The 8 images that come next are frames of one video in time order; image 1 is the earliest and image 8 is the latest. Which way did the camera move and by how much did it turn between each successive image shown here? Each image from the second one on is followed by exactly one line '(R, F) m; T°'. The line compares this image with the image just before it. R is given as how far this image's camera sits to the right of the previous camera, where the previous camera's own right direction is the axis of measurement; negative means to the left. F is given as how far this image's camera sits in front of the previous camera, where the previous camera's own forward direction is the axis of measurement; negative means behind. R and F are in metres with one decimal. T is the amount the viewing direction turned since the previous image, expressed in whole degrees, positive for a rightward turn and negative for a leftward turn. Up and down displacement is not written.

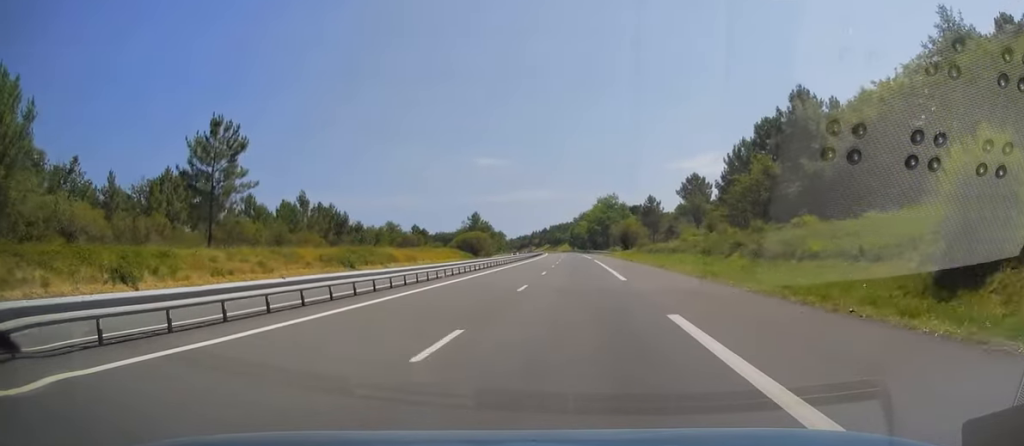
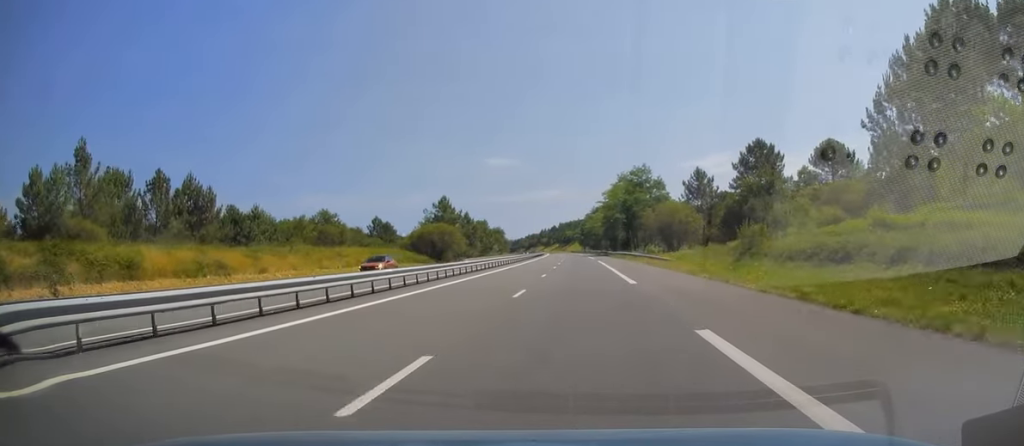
(-0.9, +54.6) m; -2°
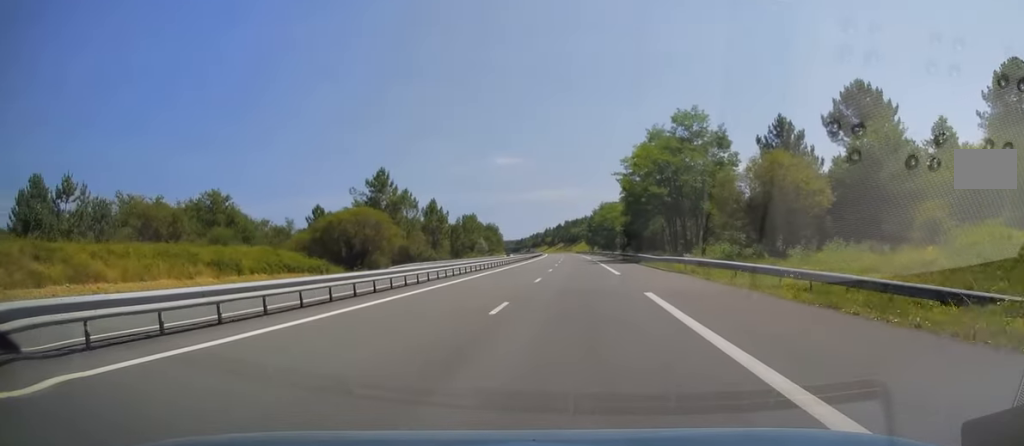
(-0.1, +43.8) m; 0°
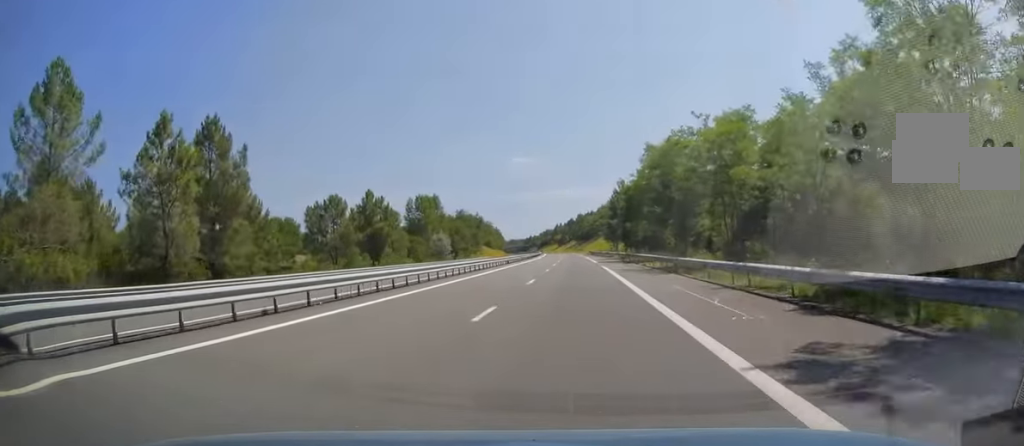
(-1.8, +79.2) m; -2°
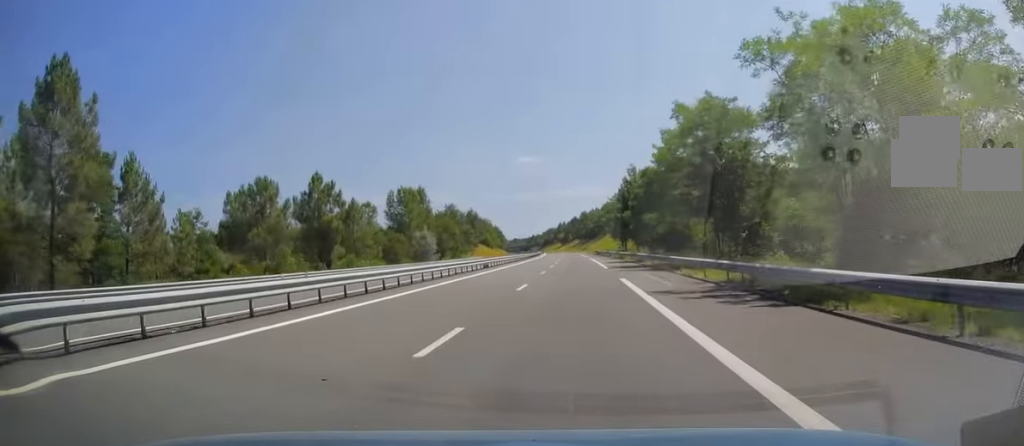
(+0.2, +17.2) m; 0°
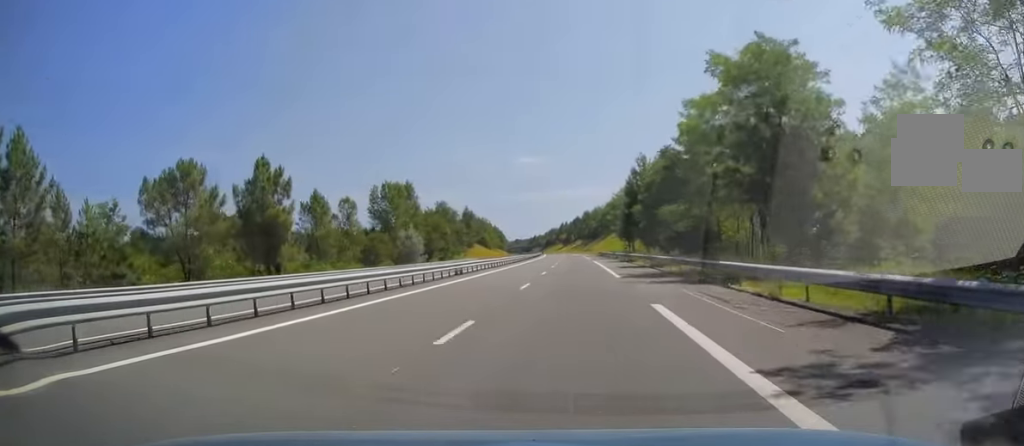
(0.0, +11.8) m; 0°
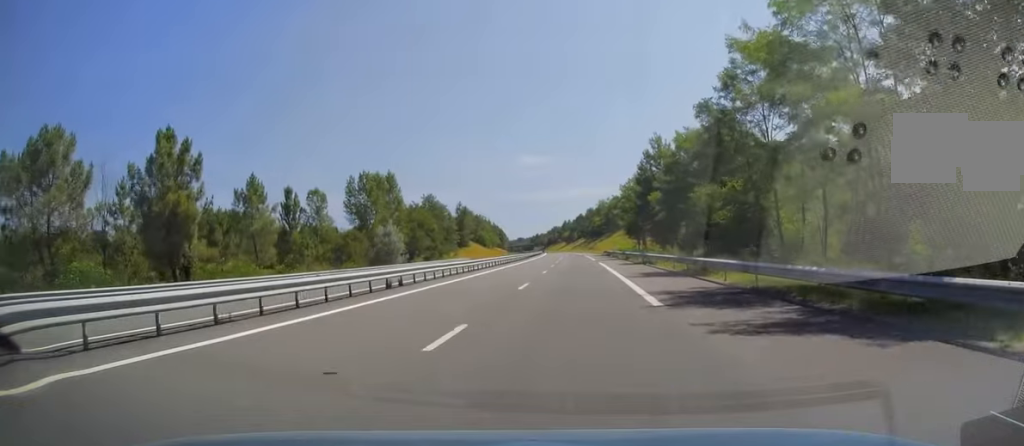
(-0.1, +13.8) m; 0°
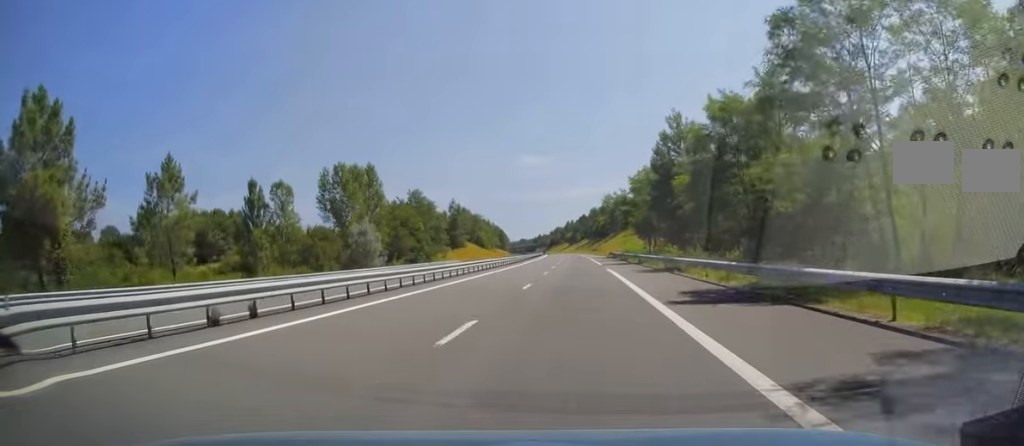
(0.0, +12.3) m; 0°
